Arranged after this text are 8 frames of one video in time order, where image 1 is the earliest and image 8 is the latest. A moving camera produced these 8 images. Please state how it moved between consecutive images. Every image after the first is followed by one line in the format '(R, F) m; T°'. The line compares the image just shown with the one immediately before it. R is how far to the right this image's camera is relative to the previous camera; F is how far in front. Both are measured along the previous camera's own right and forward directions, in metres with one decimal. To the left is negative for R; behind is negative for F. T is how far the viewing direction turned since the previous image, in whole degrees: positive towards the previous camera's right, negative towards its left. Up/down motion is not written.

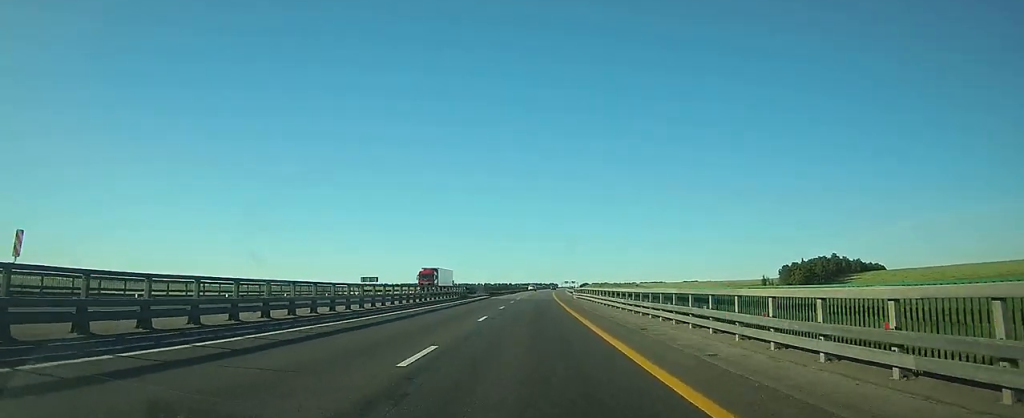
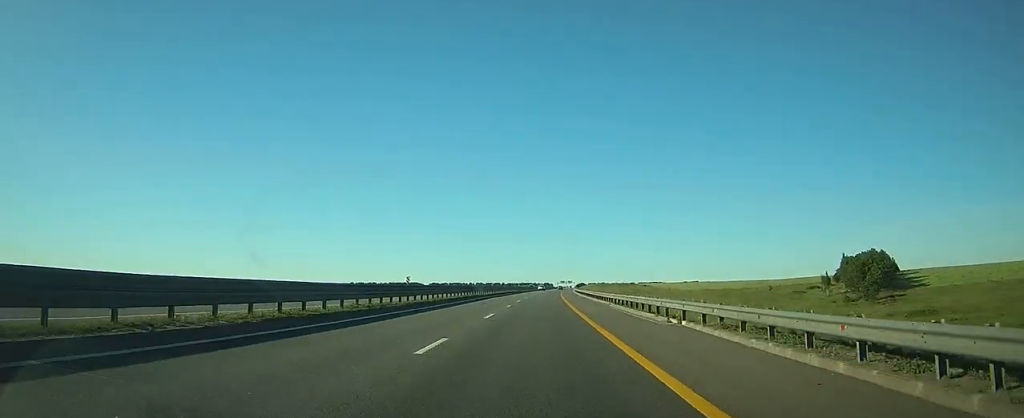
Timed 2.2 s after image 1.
(+0.3, +70.0) m; +1°
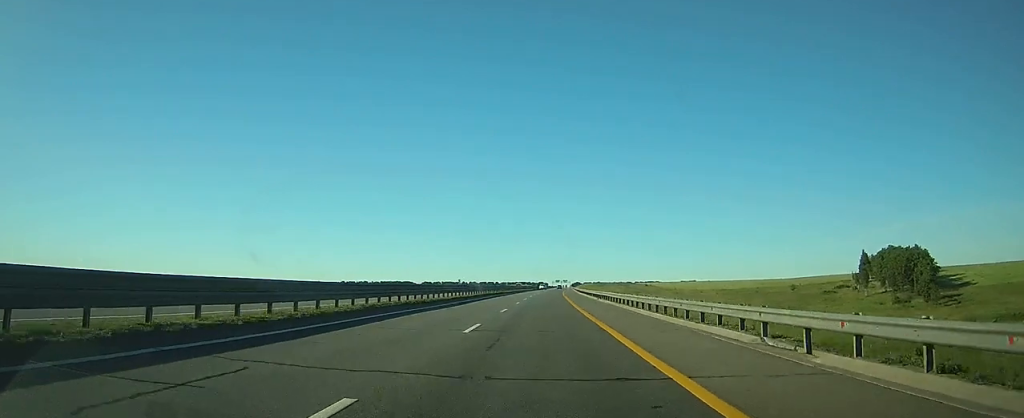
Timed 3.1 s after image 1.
(+0.1, +30.9) m; 0°
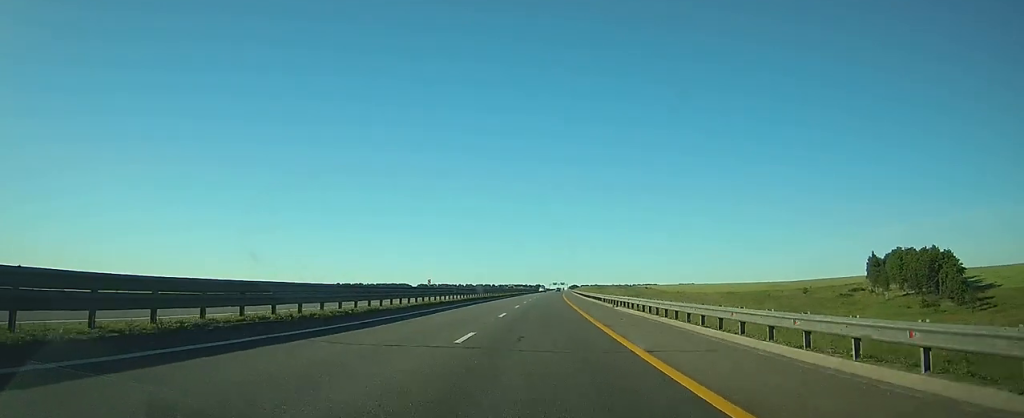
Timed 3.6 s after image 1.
(0.0, +13.8) m; 0°
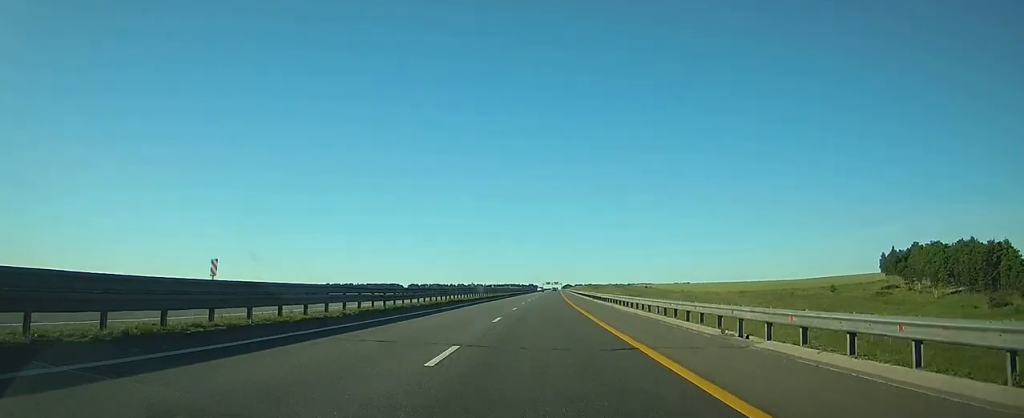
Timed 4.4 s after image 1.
(0.0, +27.5) m; +1°
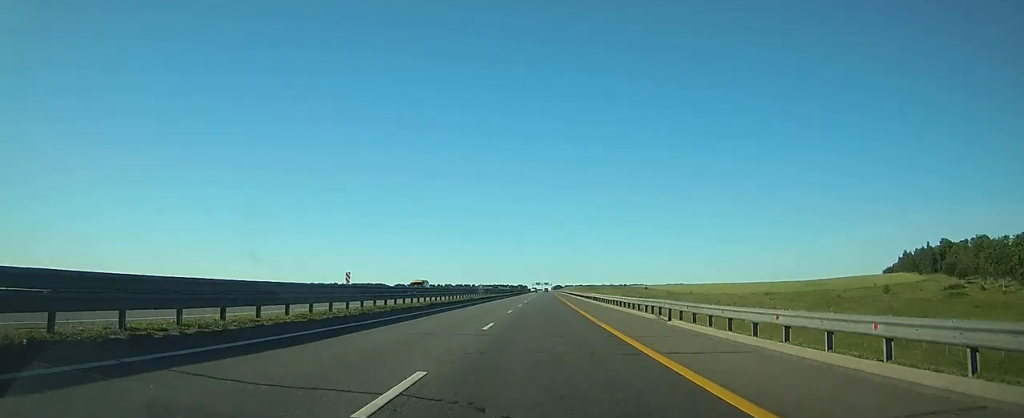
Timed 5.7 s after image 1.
(+0.4, +39.1) m; +1°
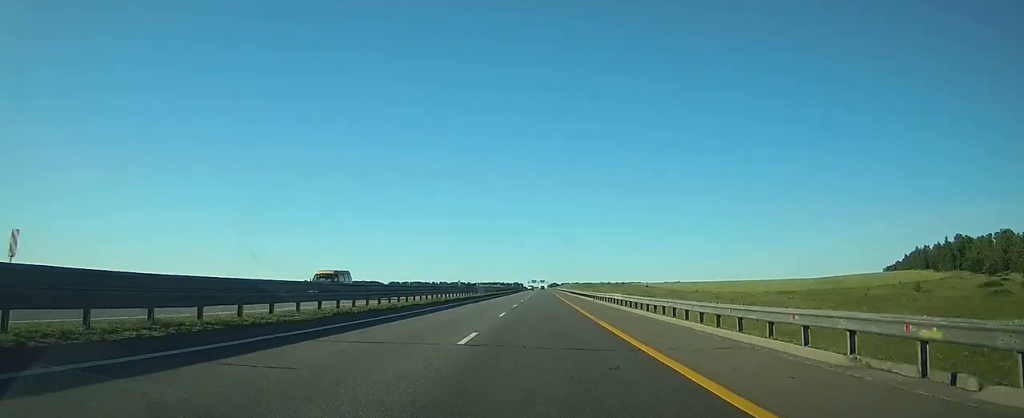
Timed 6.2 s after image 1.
(0.0, +16.9) m; 0°
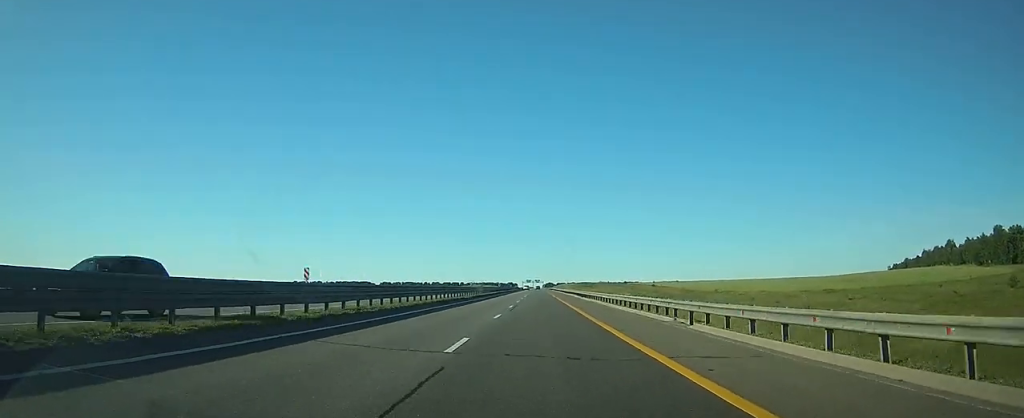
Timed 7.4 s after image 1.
(+0.3, +37.0) m; +1°
